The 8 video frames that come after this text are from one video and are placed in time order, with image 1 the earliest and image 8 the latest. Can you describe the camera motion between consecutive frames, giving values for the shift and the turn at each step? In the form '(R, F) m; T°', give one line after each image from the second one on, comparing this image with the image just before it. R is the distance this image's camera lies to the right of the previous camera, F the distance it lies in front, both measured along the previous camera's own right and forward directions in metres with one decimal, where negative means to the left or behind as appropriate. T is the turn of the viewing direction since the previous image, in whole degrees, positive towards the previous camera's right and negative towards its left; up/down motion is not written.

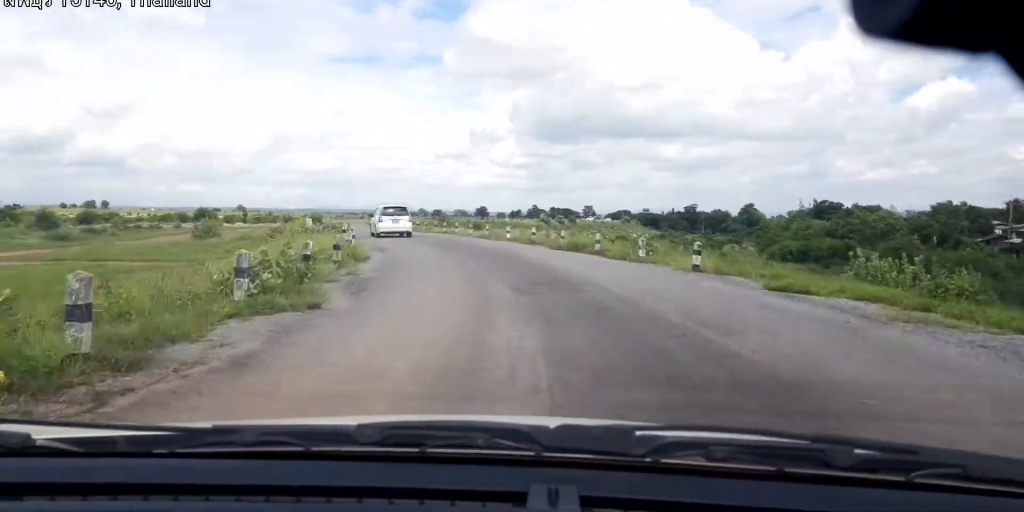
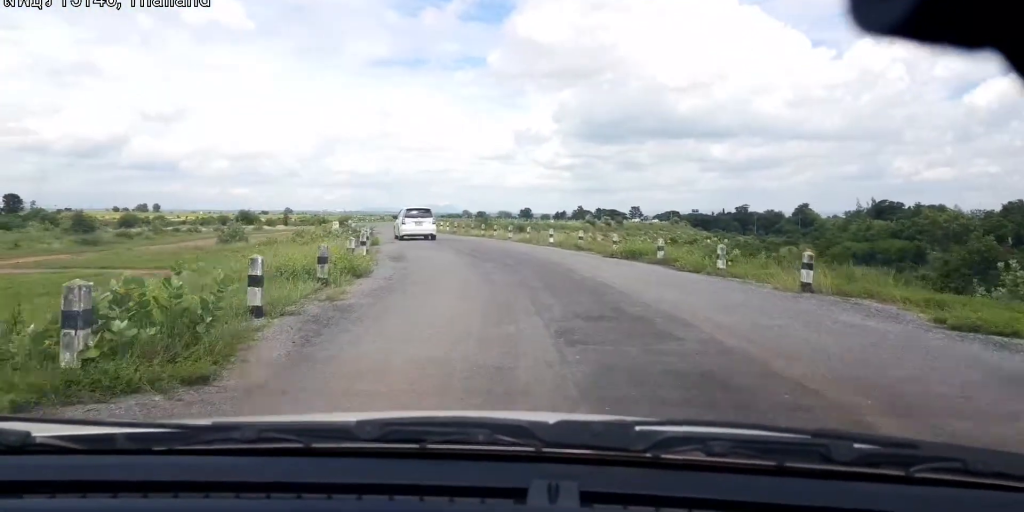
(-0.3, +4.9) m; -7°
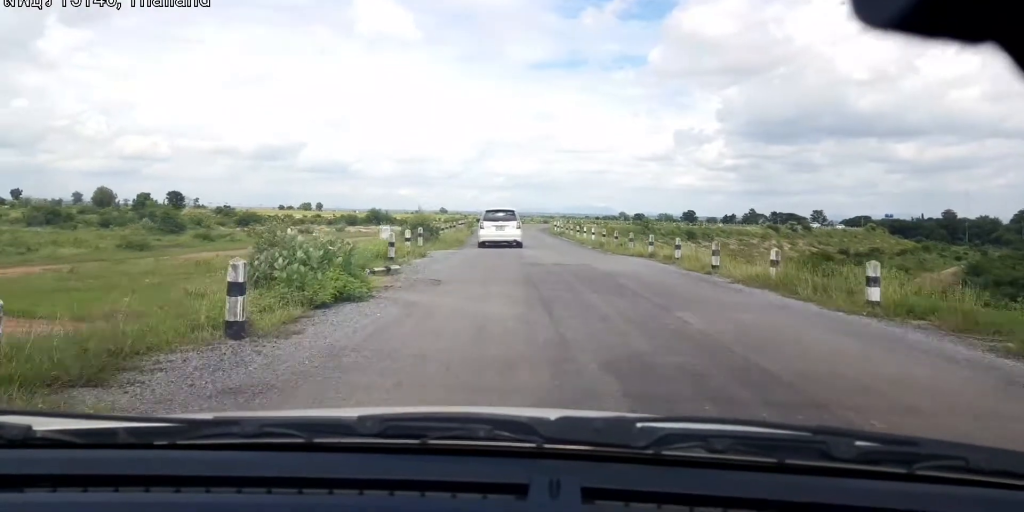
(-2.9, +22.5) m; -15°
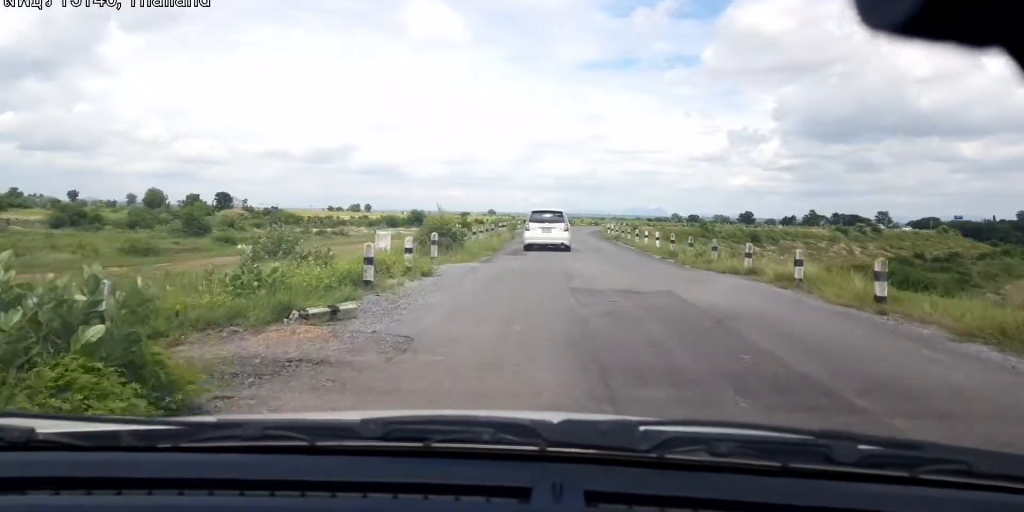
(-0.5, +7.5) m; -6°
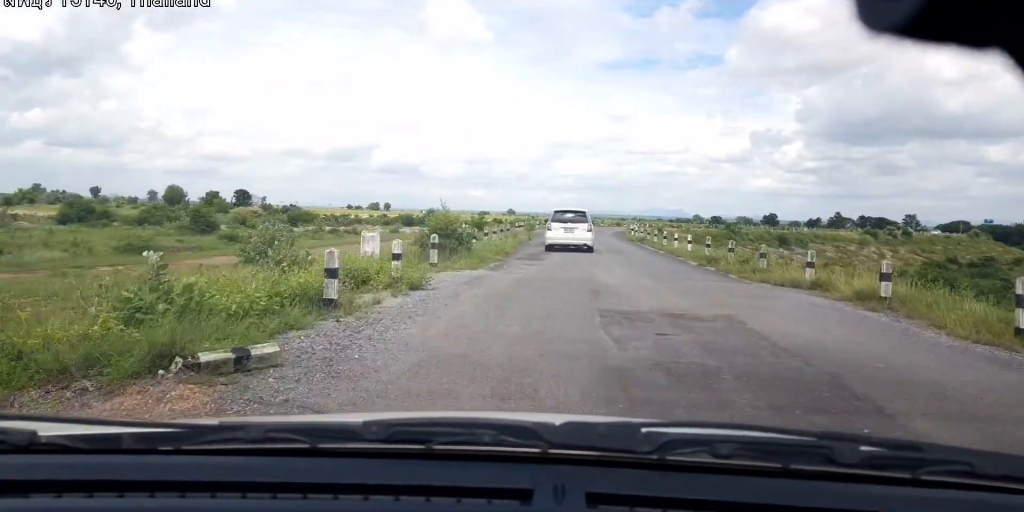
(-0.1, +3.3) m; -2°
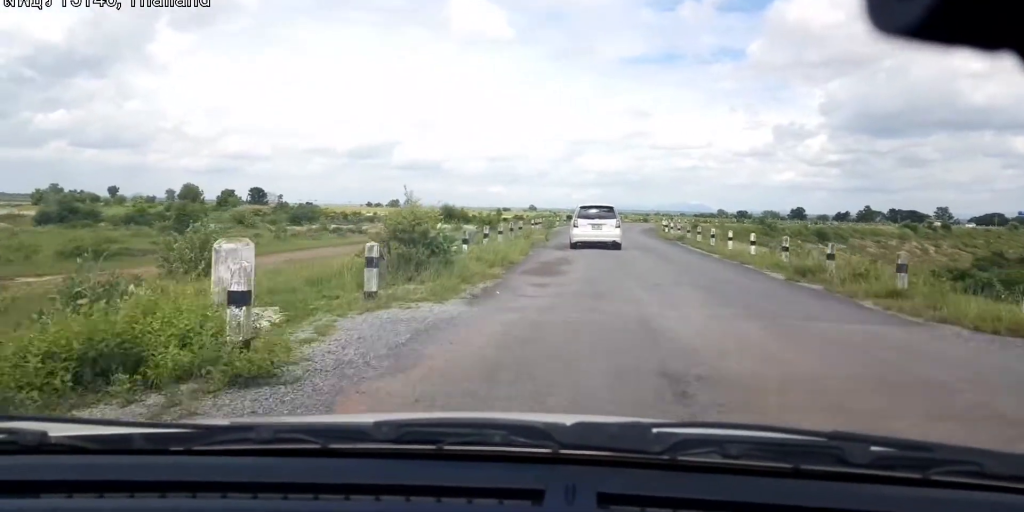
(0.0, +7.4) m; +2°
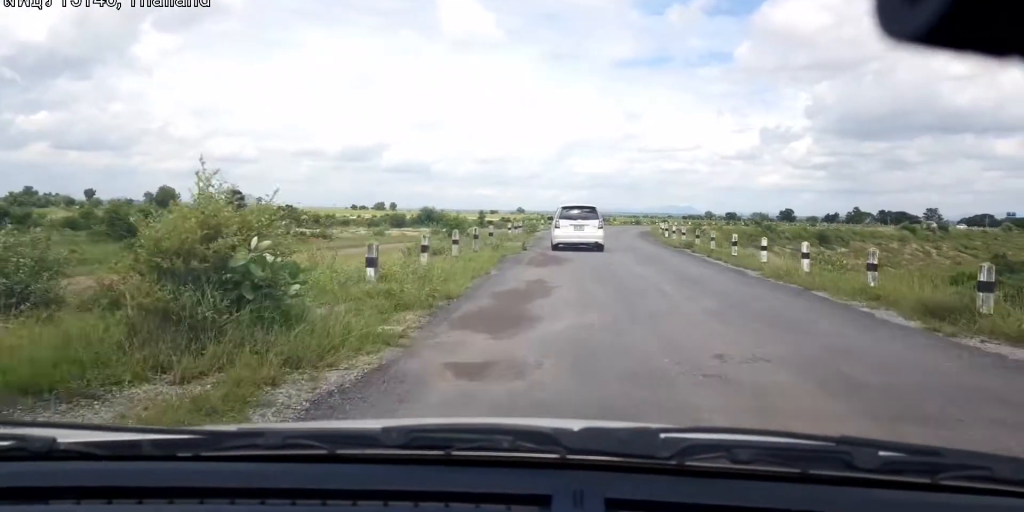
(+0.3, +7.6) m; 0°
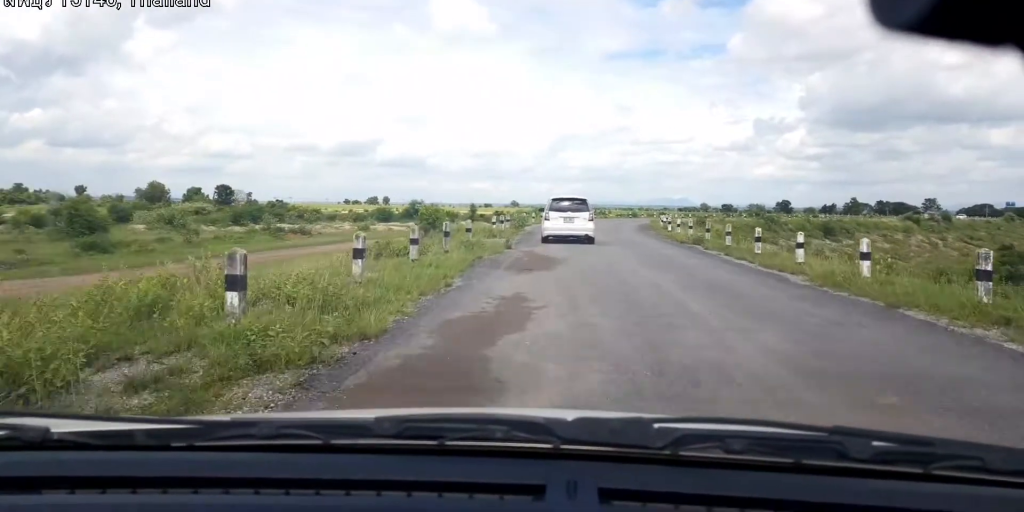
(-0.2, +4.2) m; -2°
